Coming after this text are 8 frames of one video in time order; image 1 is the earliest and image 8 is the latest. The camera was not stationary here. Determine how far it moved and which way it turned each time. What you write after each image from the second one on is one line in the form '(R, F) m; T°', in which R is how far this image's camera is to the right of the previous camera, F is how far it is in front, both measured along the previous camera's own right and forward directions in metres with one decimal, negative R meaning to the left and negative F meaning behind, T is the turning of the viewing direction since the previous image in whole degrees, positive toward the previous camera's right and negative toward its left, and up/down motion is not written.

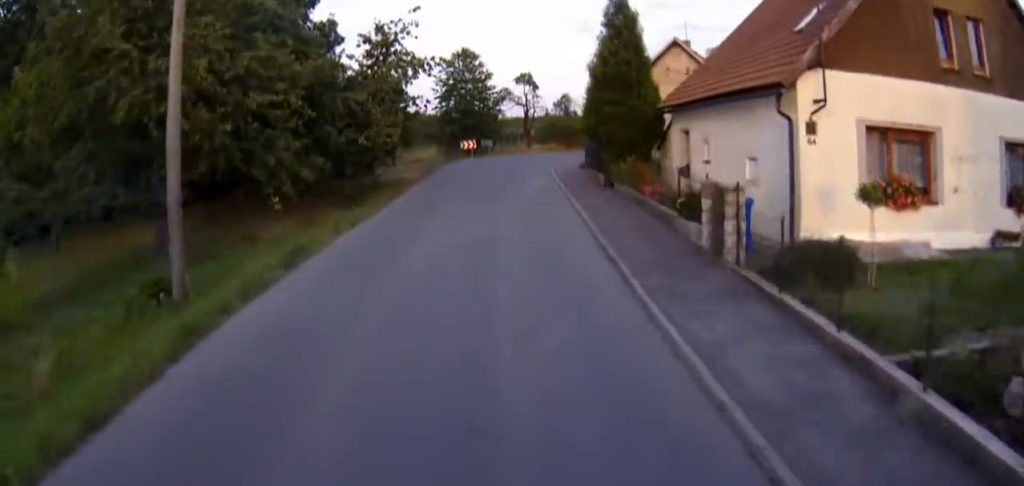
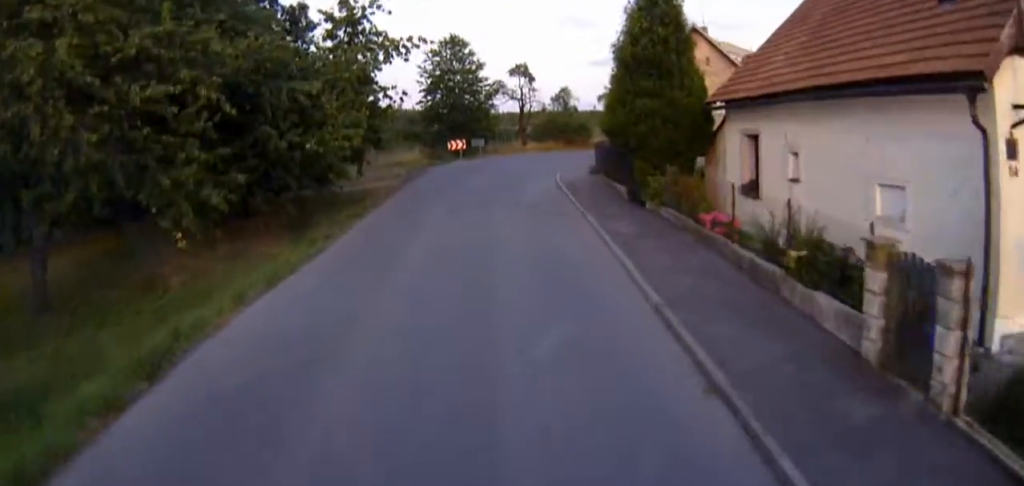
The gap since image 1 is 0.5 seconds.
(0.0, +6.6) m; 0°
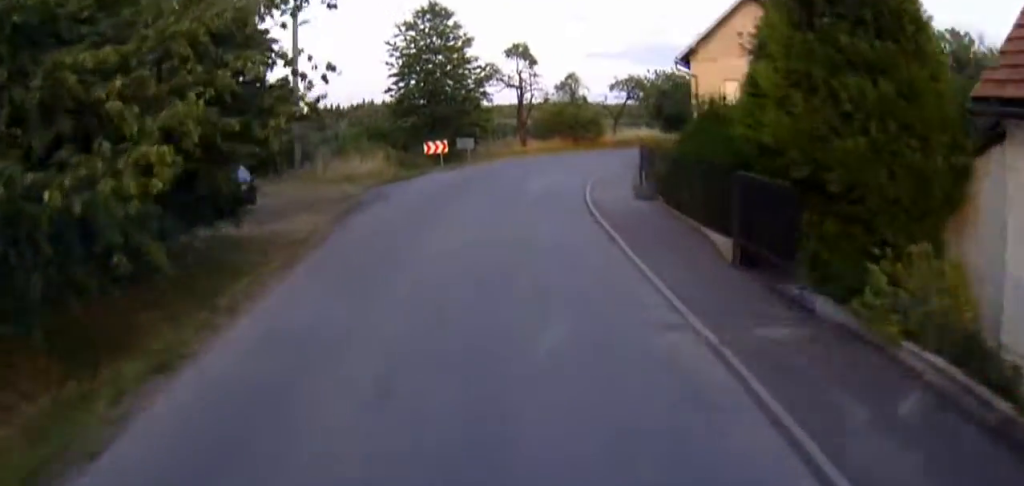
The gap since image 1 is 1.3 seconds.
(0.0, +11.7) m; +1°
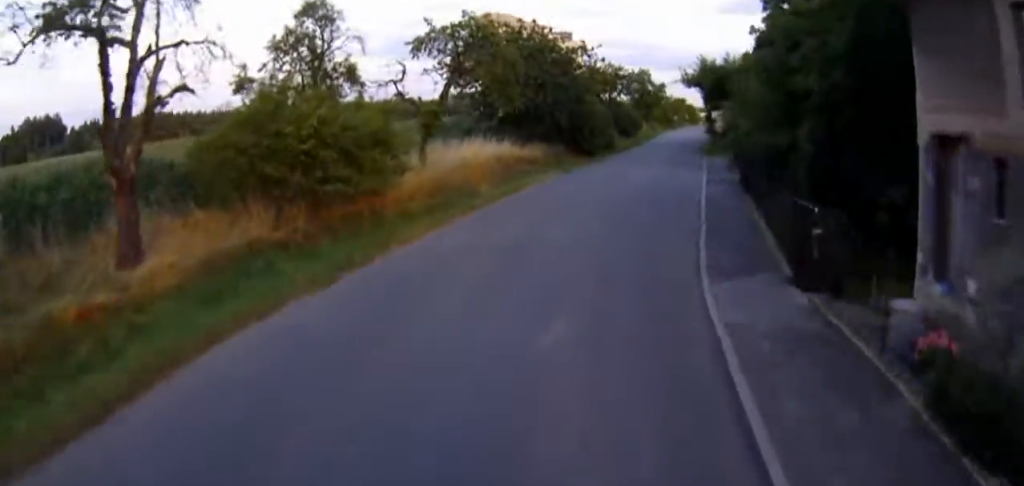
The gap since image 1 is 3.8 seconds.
(+5.0, +34.4) m; +24°
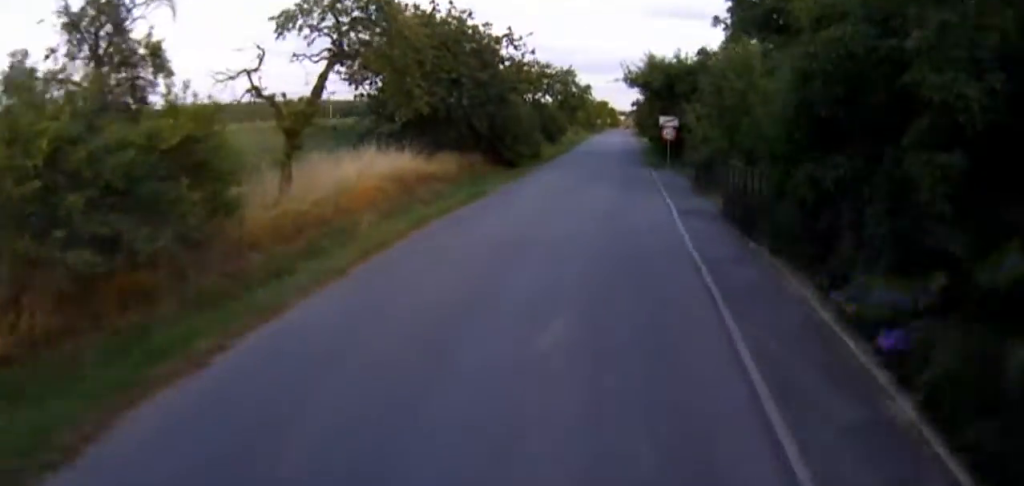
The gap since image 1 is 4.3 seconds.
(+0.7, +7.1) m; +6°
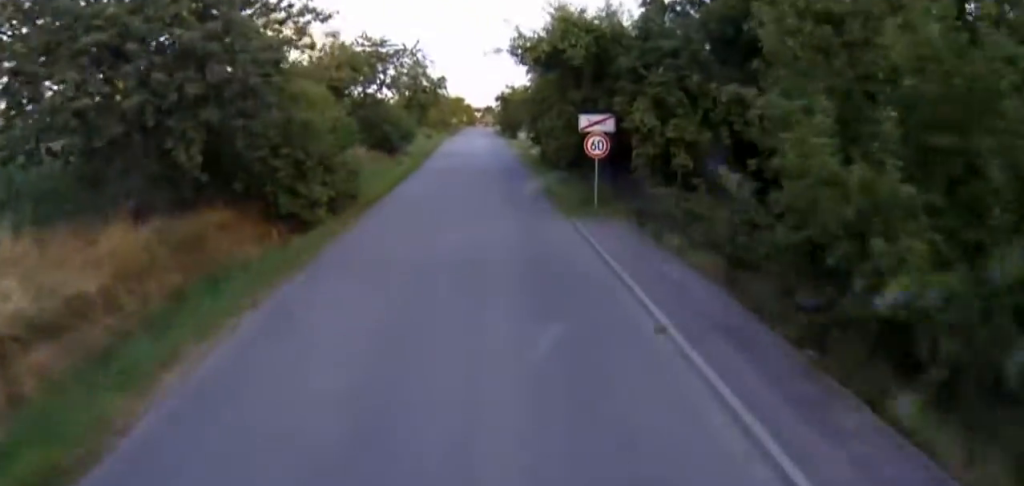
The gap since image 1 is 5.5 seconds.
(+1.7, +17.4) m; -1°
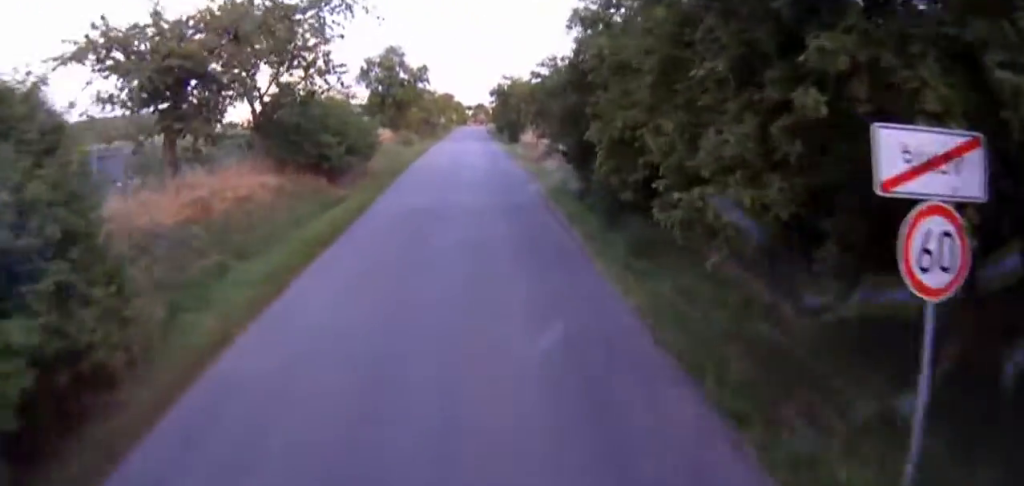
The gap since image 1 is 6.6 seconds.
(-2.2, +15.3) m; -8°
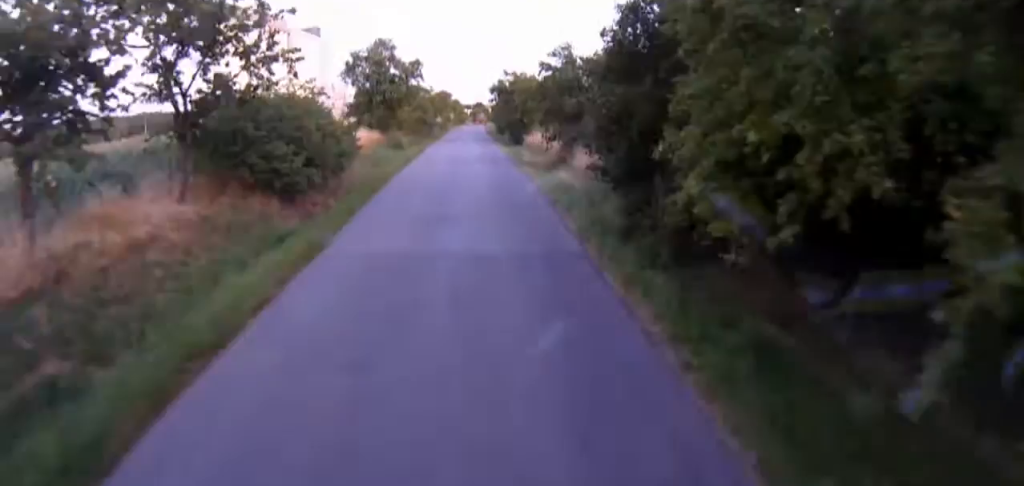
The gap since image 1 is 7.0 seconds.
(+0.1, +6.3) m; 0°
